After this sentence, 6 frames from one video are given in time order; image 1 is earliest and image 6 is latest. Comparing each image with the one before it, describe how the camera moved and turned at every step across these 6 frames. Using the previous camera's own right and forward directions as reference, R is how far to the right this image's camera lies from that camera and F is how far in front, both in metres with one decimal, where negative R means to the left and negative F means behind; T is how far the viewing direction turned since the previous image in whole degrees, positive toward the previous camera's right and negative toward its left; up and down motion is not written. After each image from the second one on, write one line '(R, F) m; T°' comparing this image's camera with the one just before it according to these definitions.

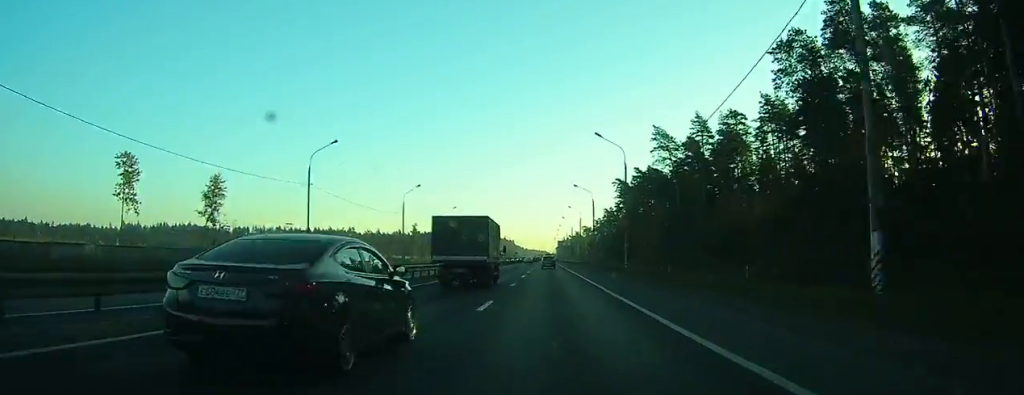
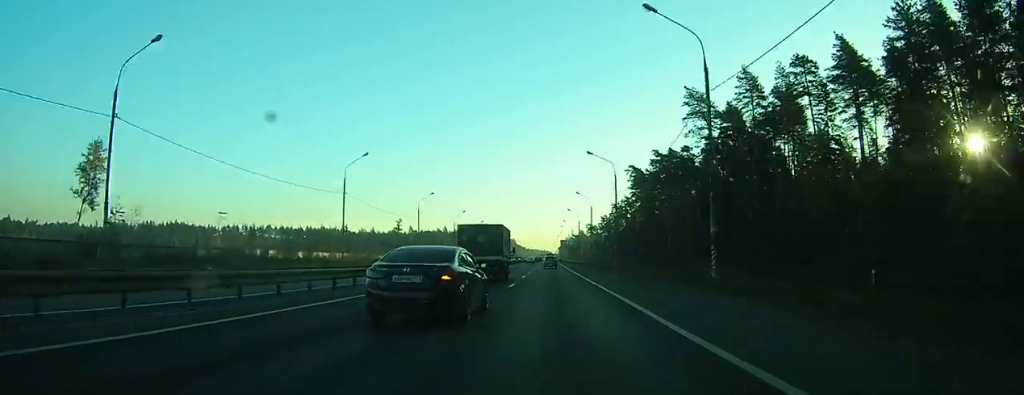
(-0.1, +24.6) m; 0°
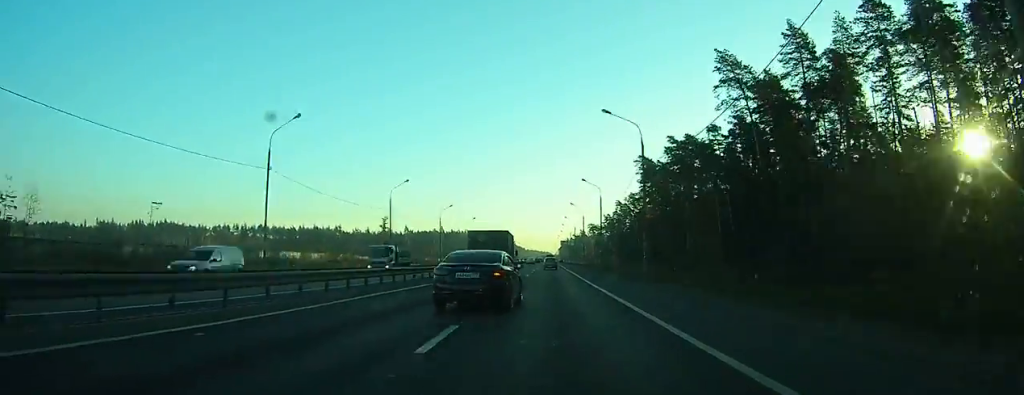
(0.0, +16.0) m; 0°
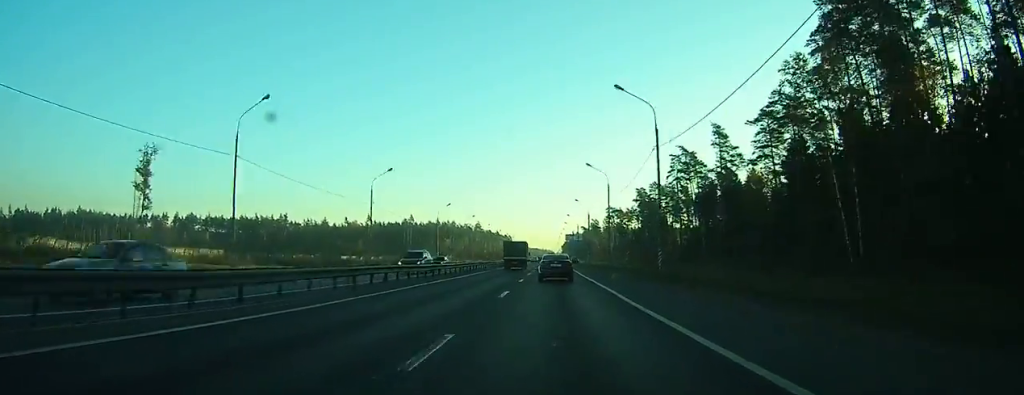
(+0.1, +111.1) m; 0°
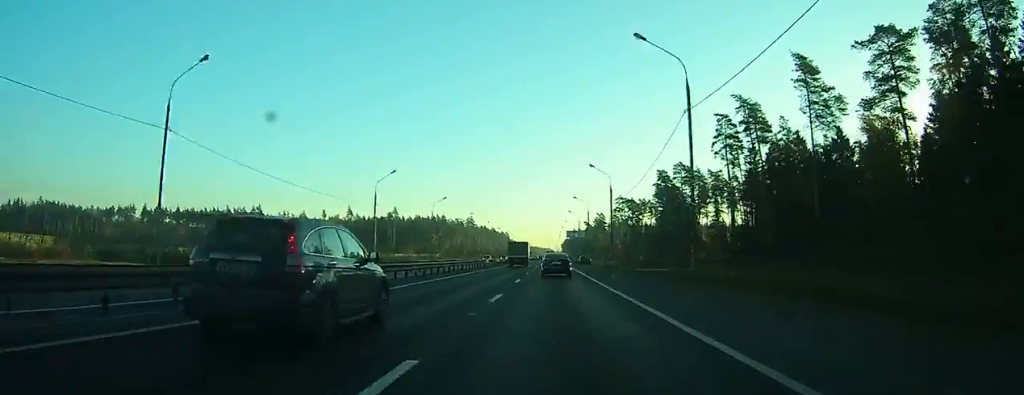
(-0.2, +38.9) m; 0°
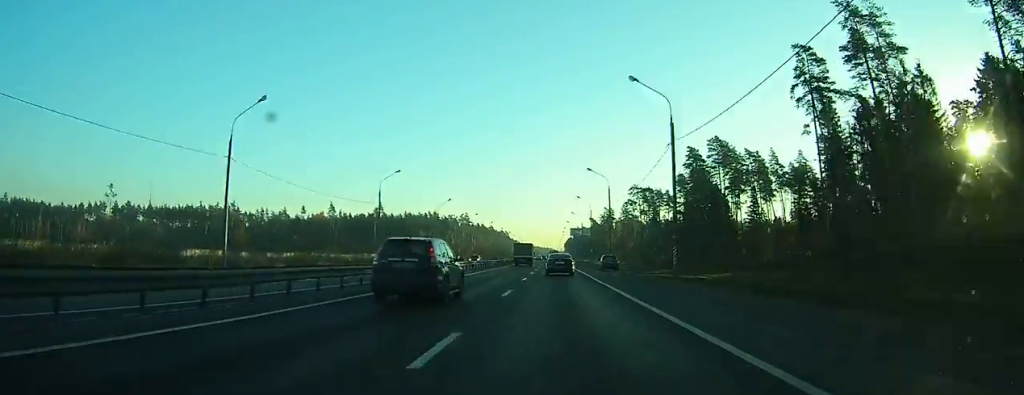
(+0.1, +32.4) m; 0°
